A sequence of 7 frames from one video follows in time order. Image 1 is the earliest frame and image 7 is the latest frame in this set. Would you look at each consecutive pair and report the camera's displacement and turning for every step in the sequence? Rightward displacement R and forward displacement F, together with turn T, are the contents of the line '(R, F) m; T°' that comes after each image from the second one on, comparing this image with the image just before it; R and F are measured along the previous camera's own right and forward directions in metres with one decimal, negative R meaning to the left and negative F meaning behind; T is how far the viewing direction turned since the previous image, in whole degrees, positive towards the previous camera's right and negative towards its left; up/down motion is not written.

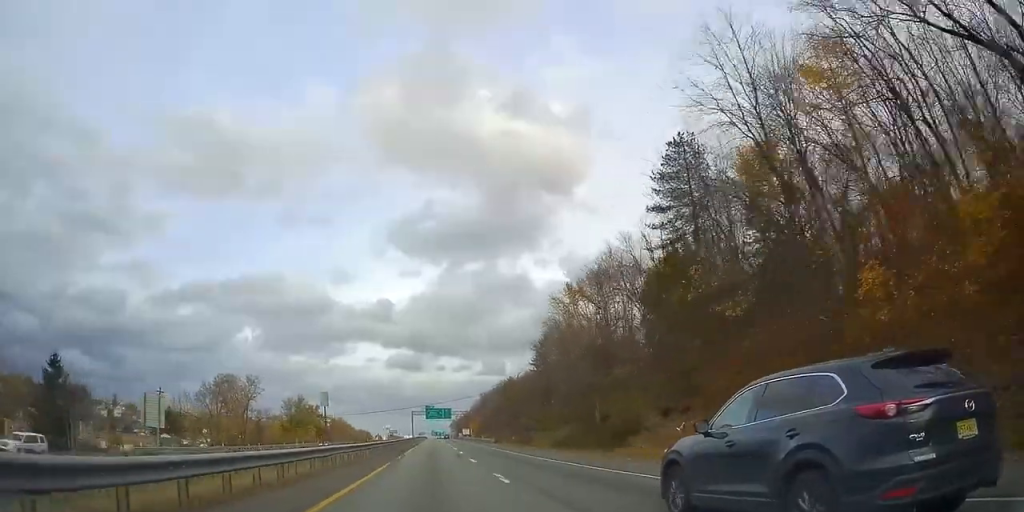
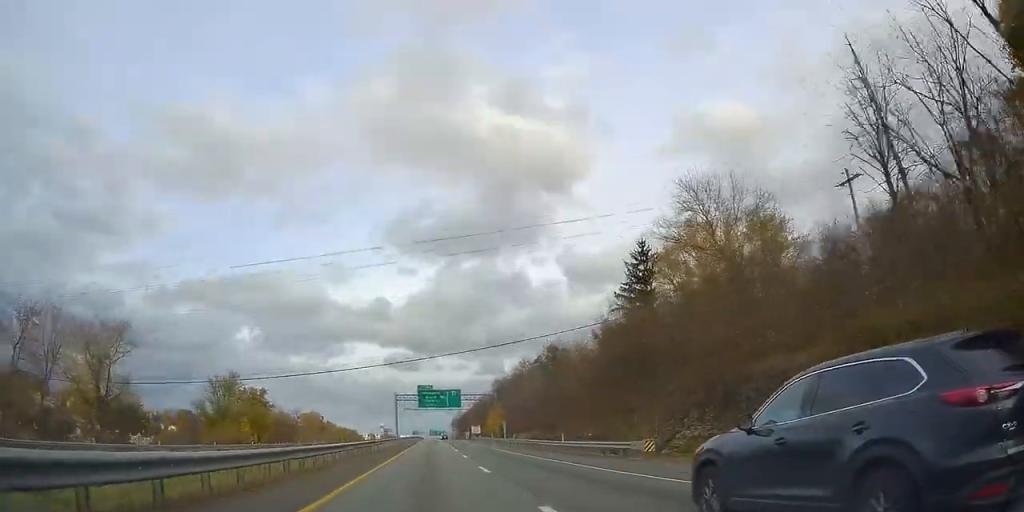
(-0.4, +69.4) m; 0°
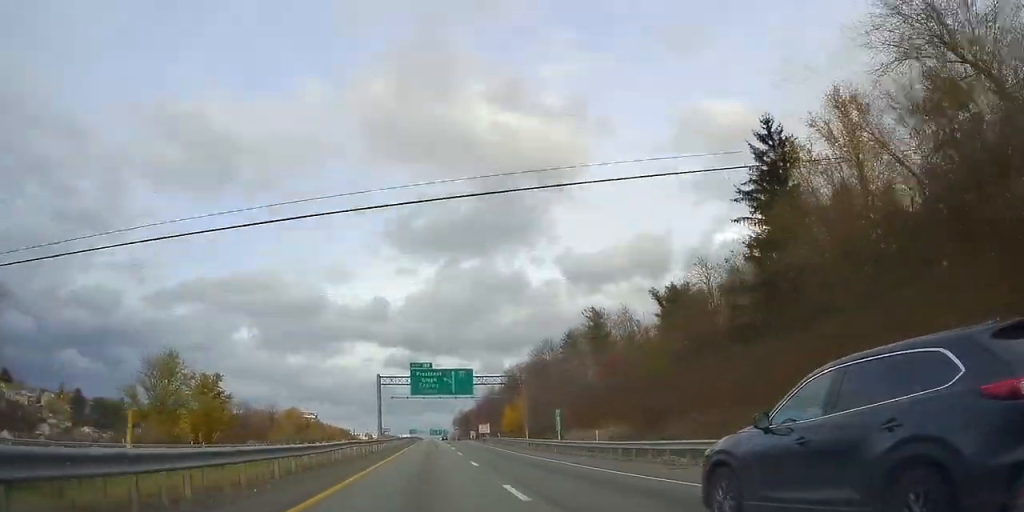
(+0.4, +32.7) m; 0°
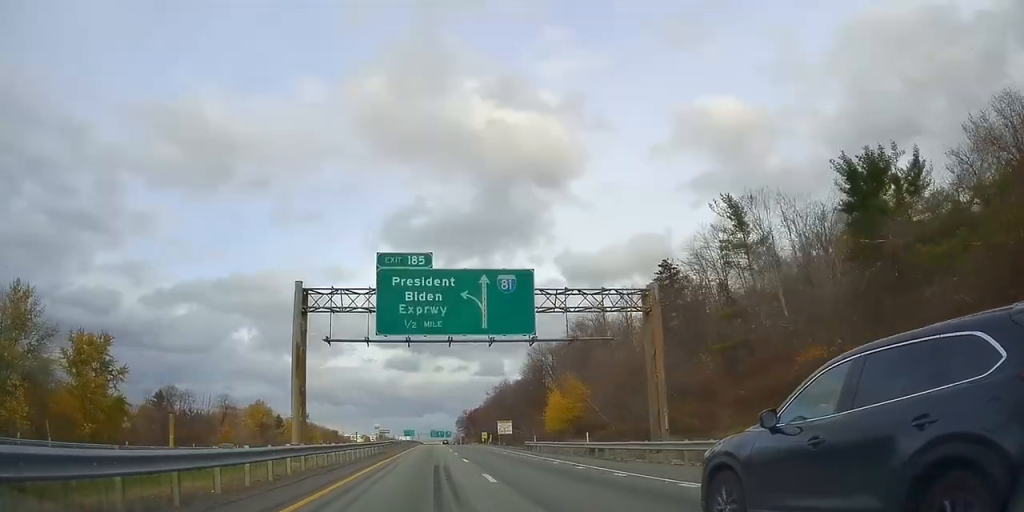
(-0.1, +44.3) m; 0°
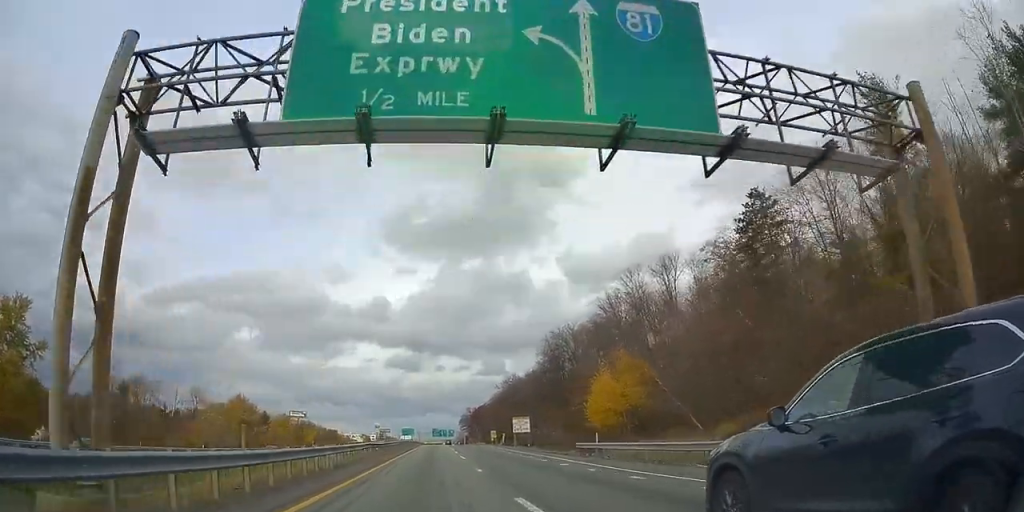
(0.0, +19.4) m; 0°
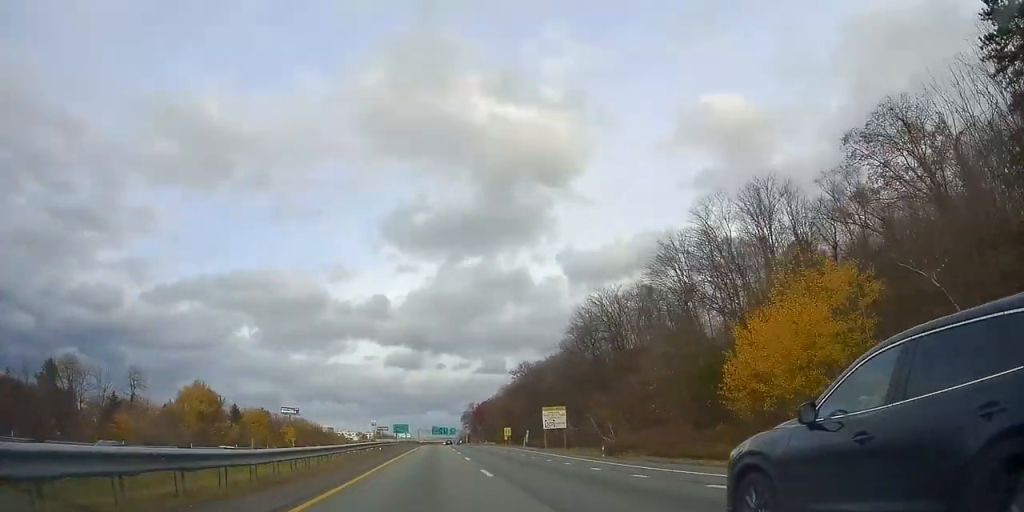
(0.0, +27.3) m; -1°
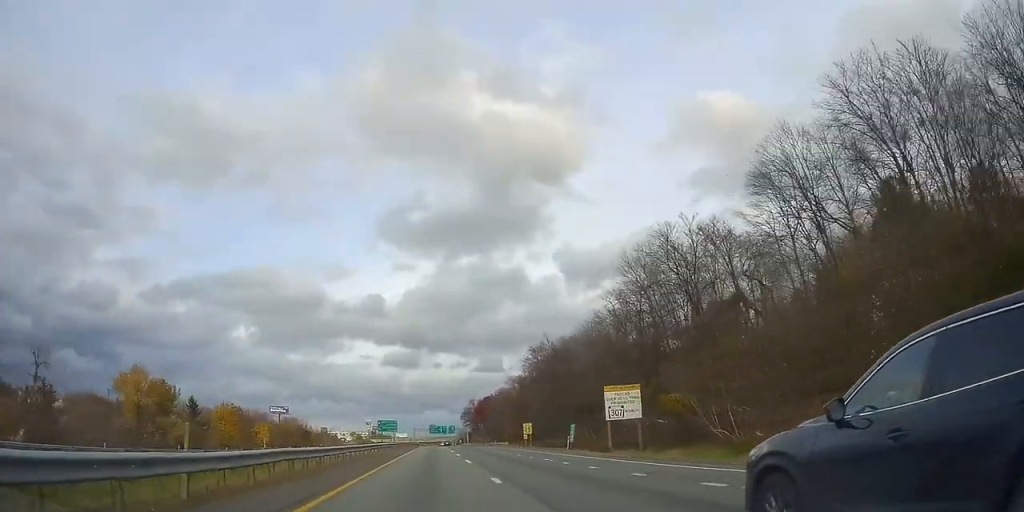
(-0.6, +26.8) m; 0°
